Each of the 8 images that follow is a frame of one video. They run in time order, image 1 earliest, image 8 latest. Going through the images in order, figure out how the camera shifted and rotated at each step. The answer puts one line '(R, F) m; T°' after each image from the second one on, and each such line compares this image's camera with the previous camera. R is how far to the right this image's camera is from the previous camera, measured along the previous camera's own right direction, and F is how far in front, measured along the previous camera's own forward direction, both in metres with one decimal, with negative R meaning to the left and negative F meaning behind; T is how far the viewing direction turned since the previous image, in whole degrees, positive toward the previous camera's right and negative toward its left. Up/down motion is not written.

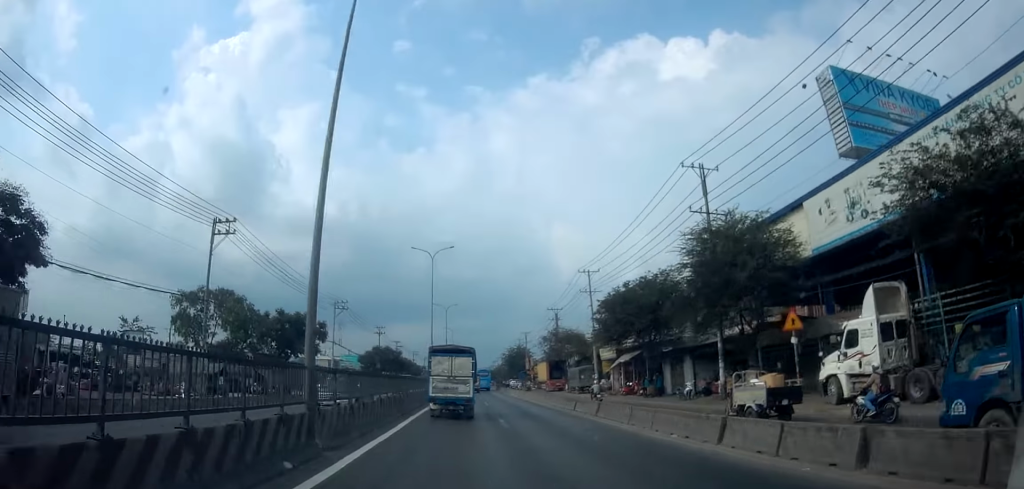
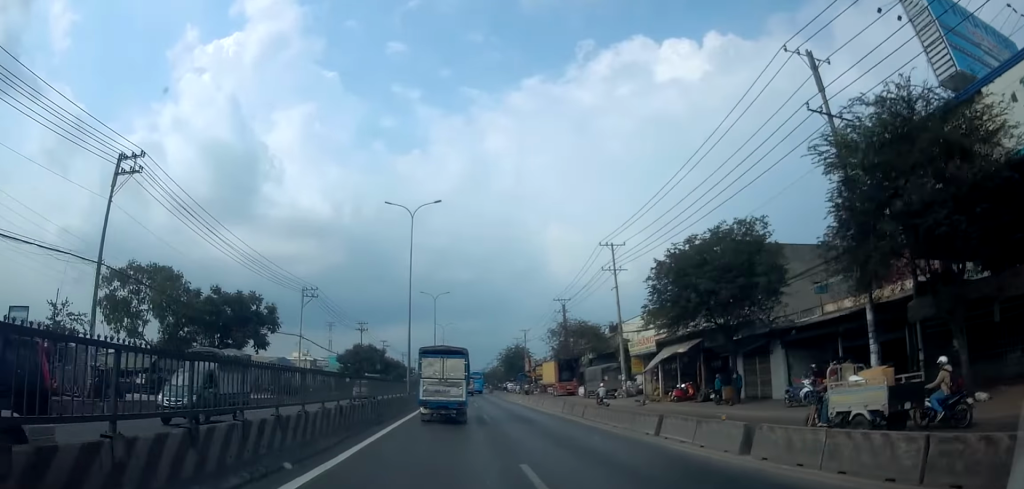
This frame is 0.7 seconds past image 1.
(0.0, +12.4) m; 0°
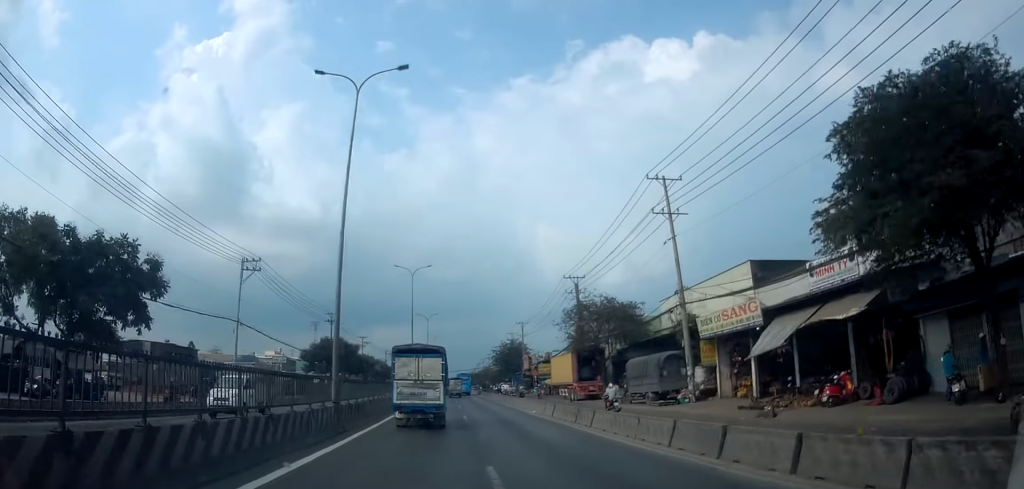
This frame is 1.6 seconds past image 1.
(0.0, +15.2) m; 0°
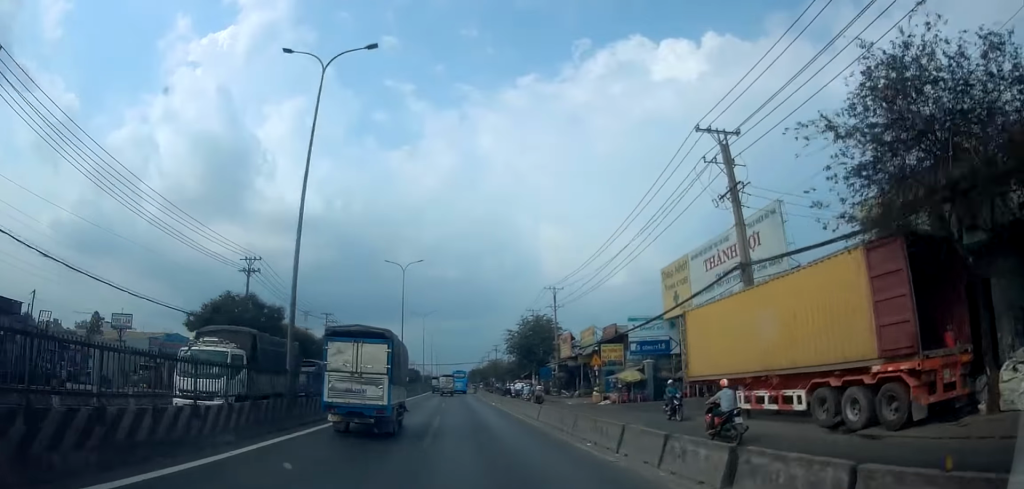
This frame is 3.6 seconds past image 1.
(-0.2, +34.7) m; +2°
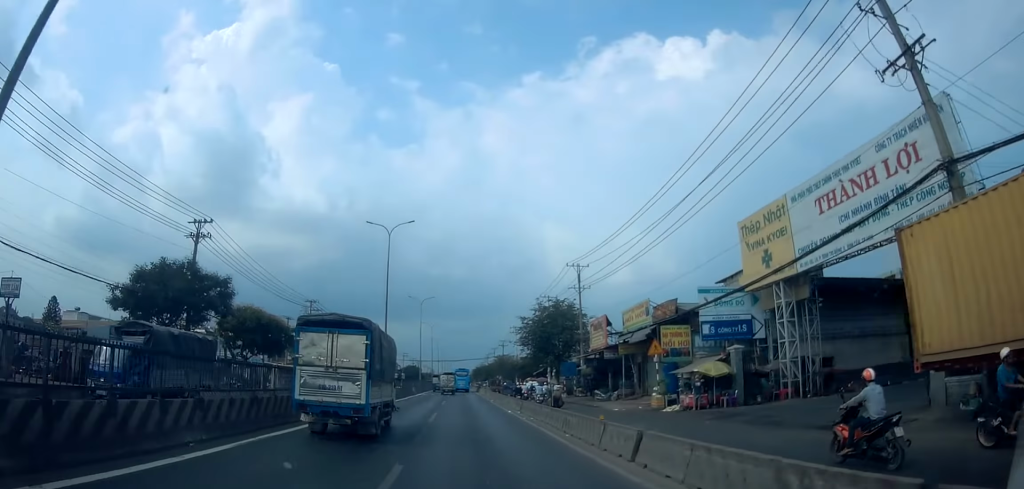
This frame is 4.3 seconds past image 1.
(+0.6, +12.0) m; 0°
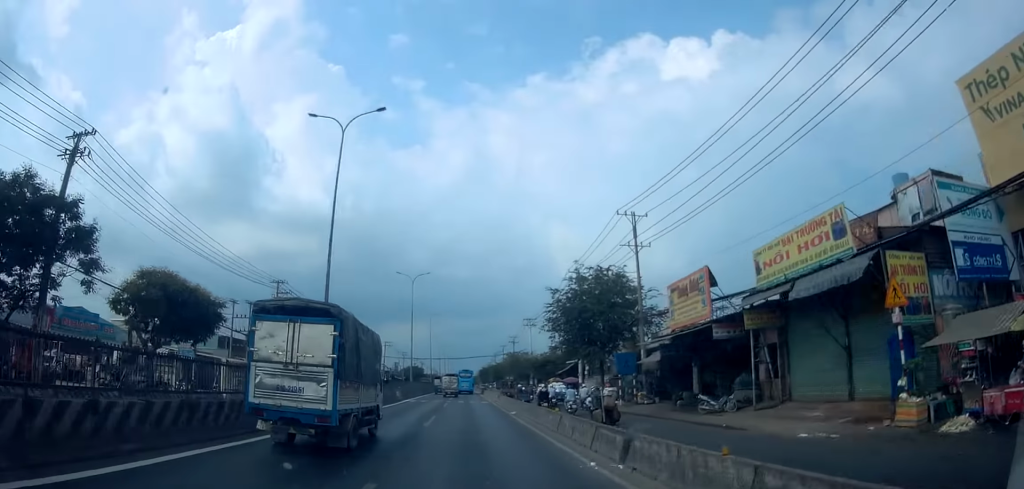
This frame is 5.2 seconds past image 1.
(-0.3, +16.4) m; -2°
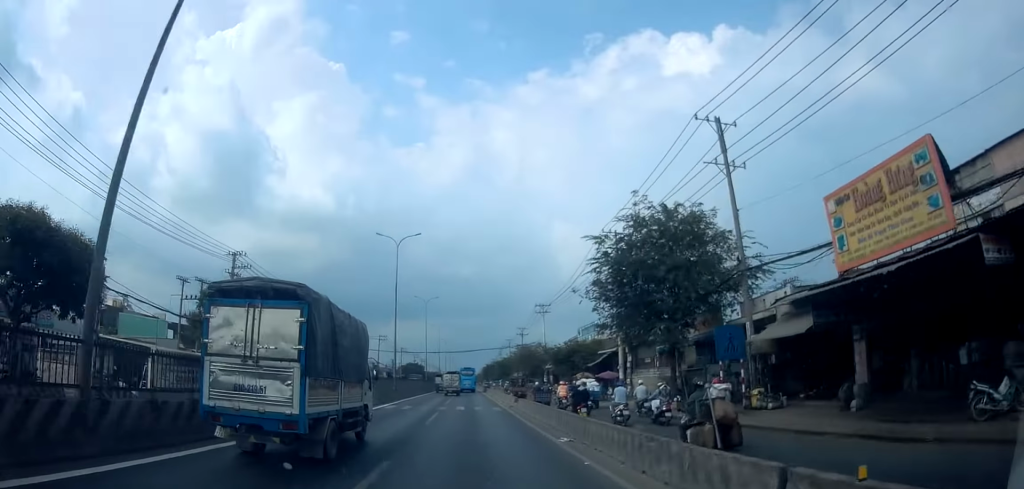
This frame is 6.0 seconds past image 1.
(-0.3, +14.0) m; -1°
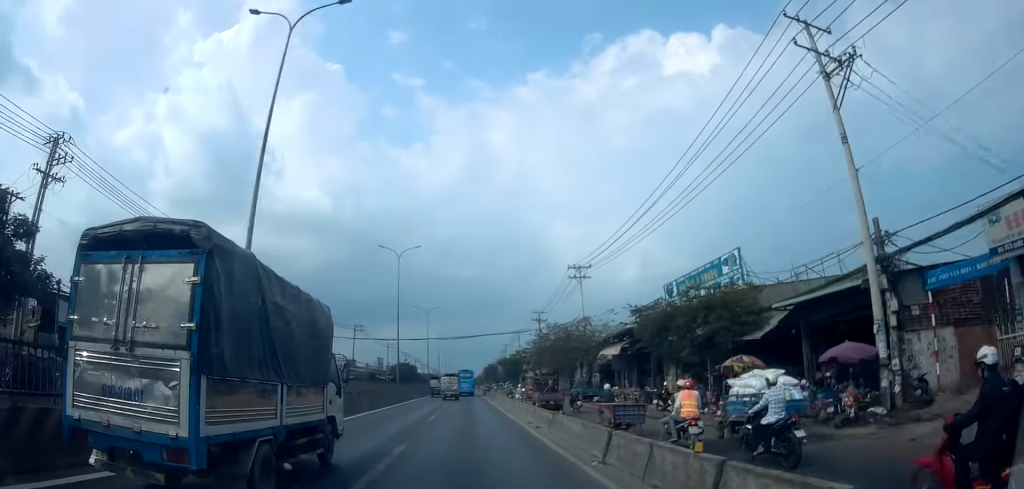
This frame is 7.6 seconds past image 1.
(+0.1, +28.2) m; 0°
